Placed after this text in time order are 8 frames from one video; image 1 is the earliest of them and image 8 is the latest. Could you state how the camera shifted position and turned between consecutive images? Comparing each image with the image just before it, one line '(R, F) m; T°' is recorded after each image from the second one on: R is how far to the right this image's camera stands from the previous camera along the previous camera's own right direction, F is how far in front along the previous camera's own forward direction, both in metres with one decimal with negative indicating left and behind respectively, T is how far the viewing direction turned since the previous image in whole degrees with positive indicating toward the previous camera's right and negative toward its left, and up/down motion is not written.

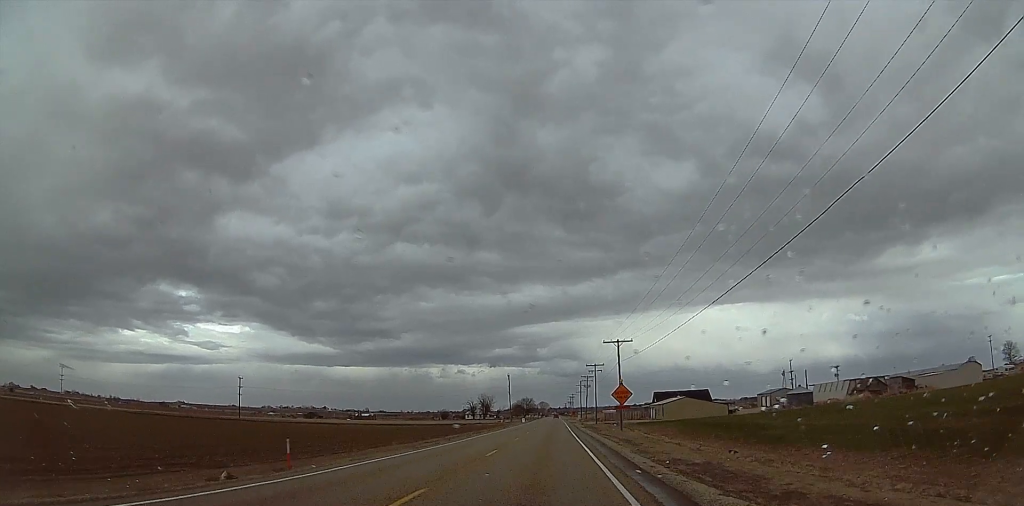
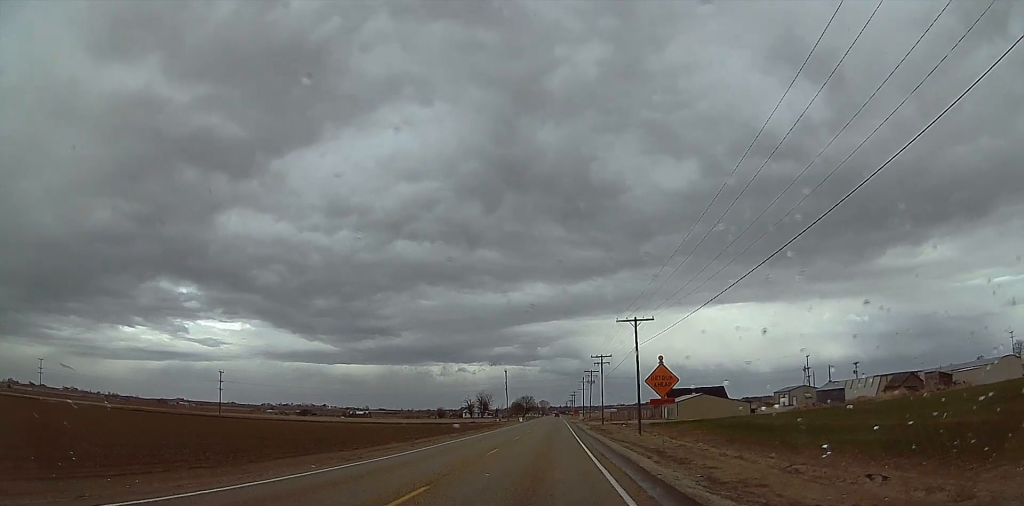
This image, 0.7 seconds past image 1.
(0.0, +14.3) m; 0°
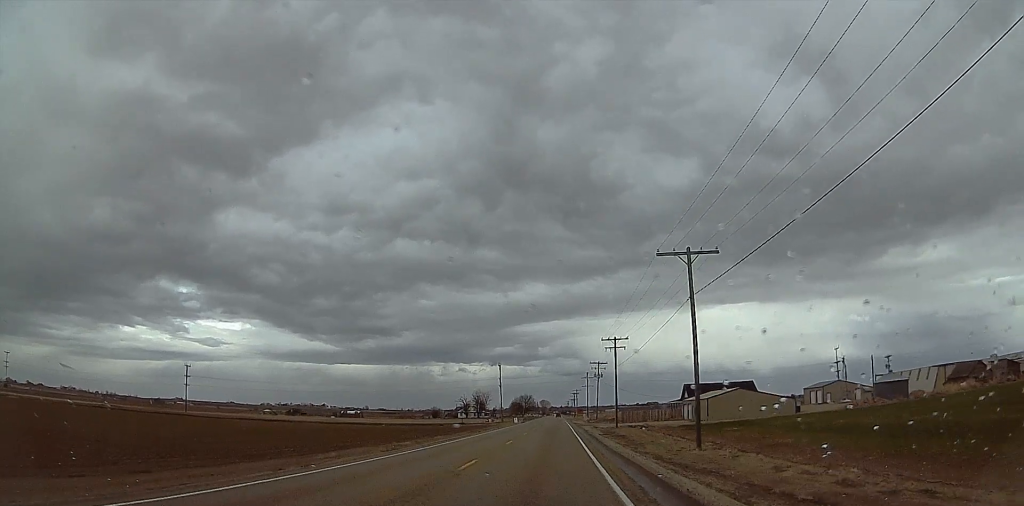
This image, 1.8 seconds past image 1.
(0.0, +22.0) m; 0°
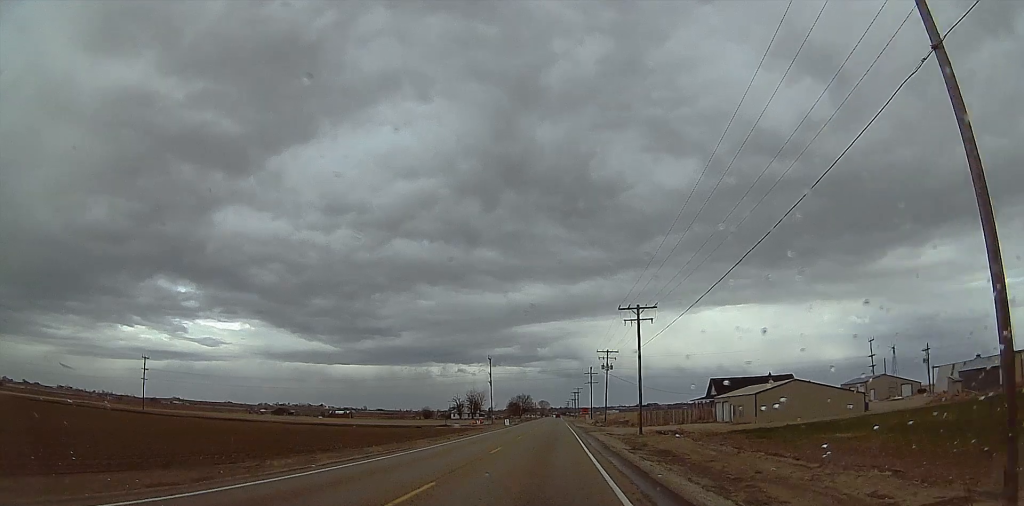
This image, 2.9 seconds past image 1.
(0.0, +22.5) m; 0°
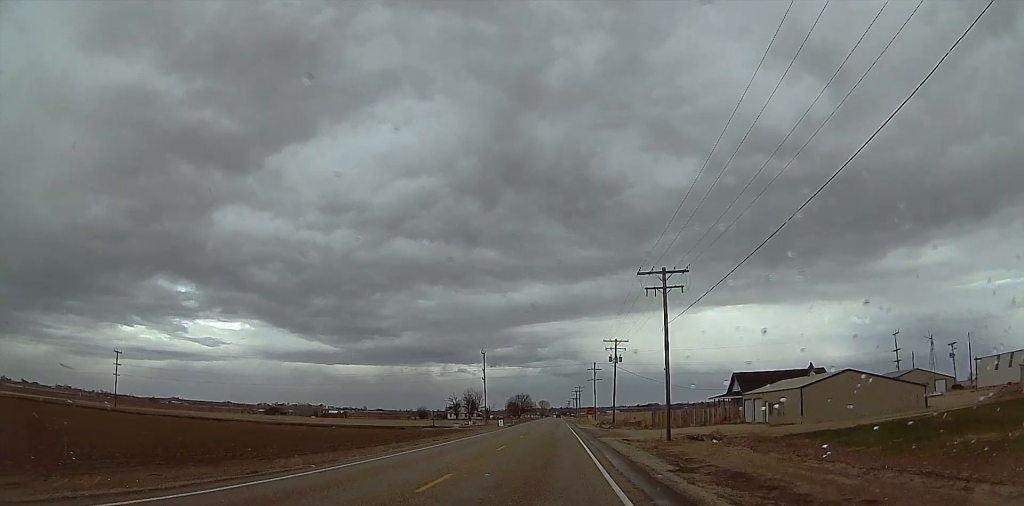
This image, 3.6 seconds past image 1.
(0.0, +13.1) m; 0°
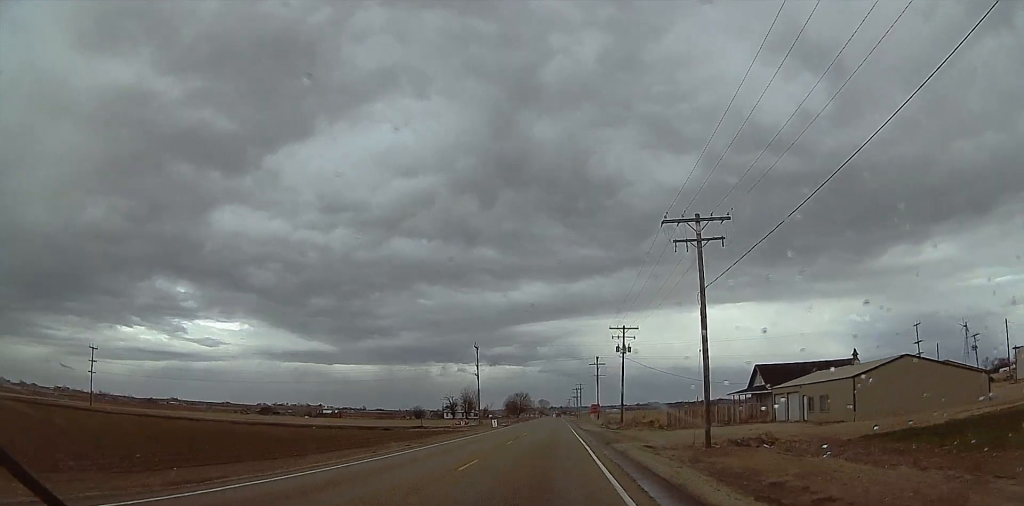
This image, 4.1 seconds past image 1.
(0.0, +10.4) m; 0°
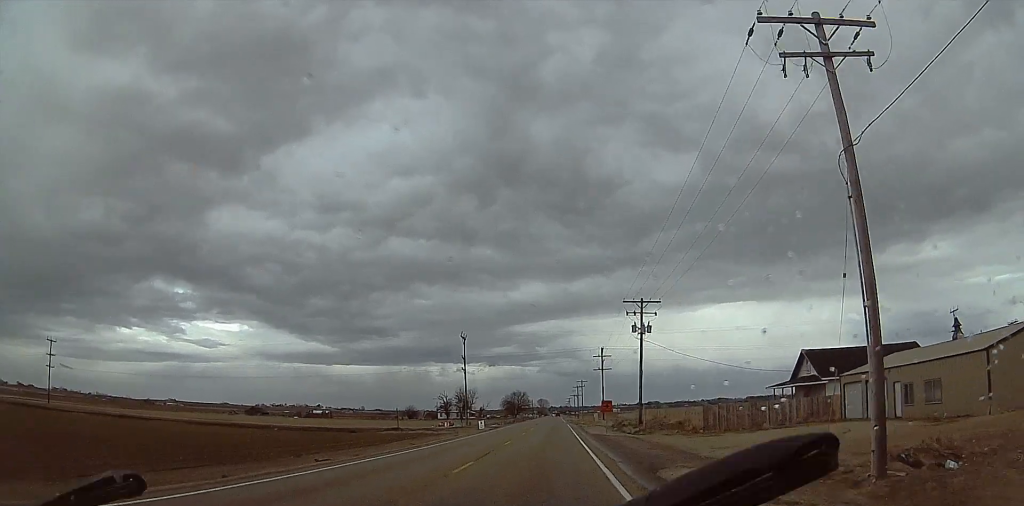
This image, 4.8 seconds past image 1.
(0.0, +16.0) m; 0°
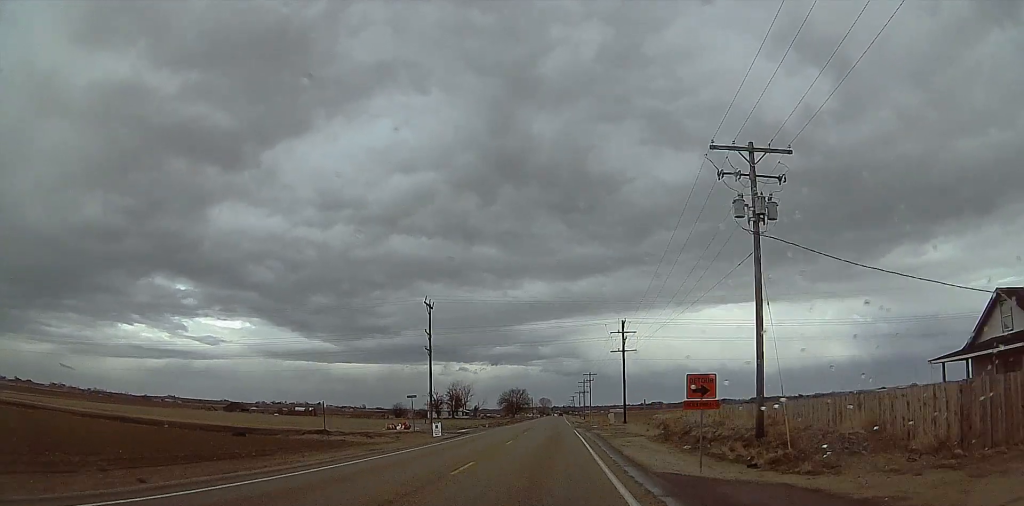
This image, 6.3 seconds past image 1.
(0.0, +30.9) m; 0°
